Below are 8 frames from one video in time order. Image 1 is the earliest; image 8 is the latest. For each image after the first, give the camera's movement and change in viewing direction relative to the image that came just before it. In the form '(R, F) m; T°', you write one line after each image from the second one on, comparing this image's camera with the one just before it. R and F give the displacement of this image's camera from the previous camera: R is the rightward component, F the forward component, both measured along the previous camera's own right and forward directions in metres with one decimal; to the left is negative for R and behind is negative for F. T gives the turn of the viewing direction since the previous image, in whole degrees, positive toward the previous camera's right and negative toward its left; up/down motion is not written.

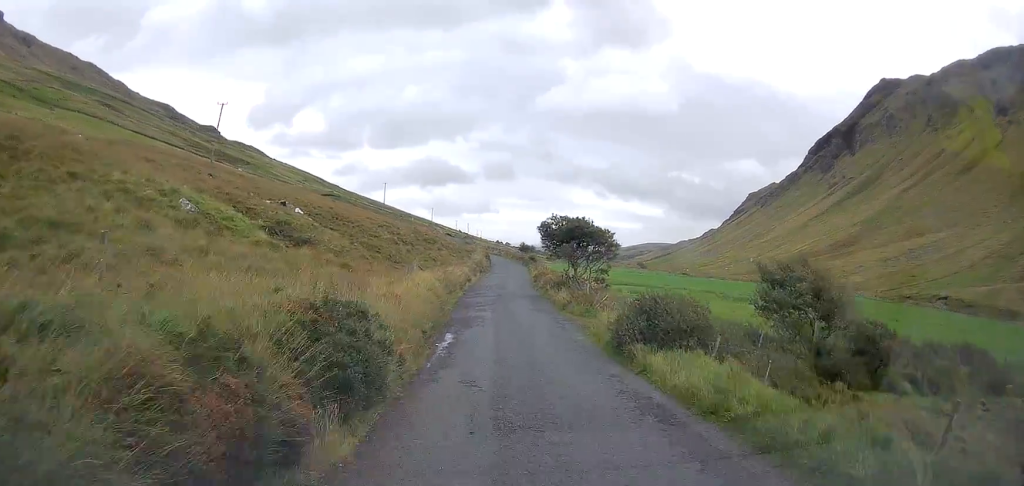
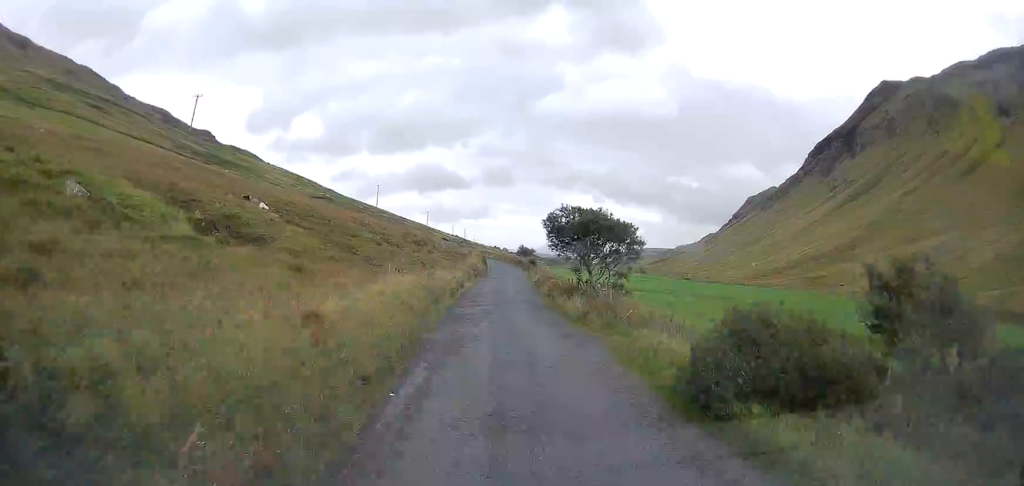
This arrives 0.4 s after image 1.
(0.0, +6.8) m; 0°
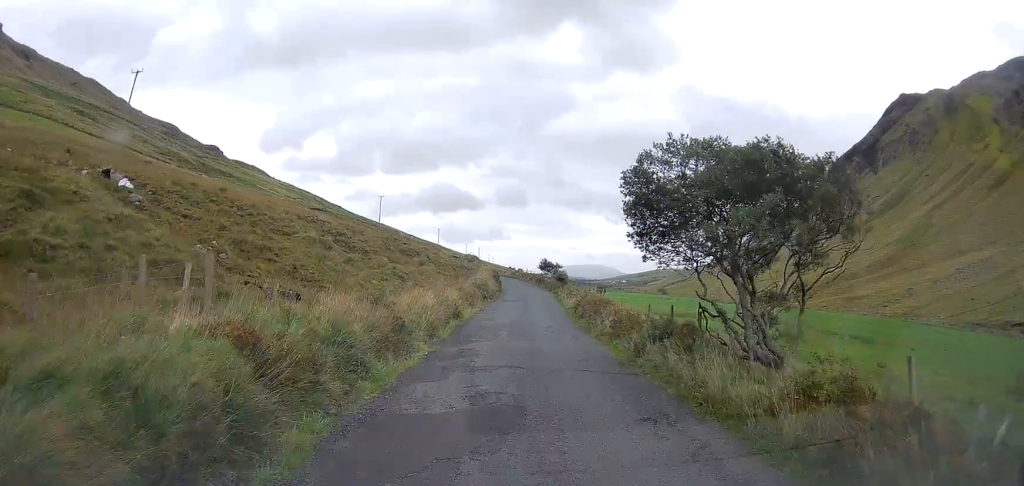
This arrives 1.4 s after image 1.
(-0.3, +17.7) m; -1°
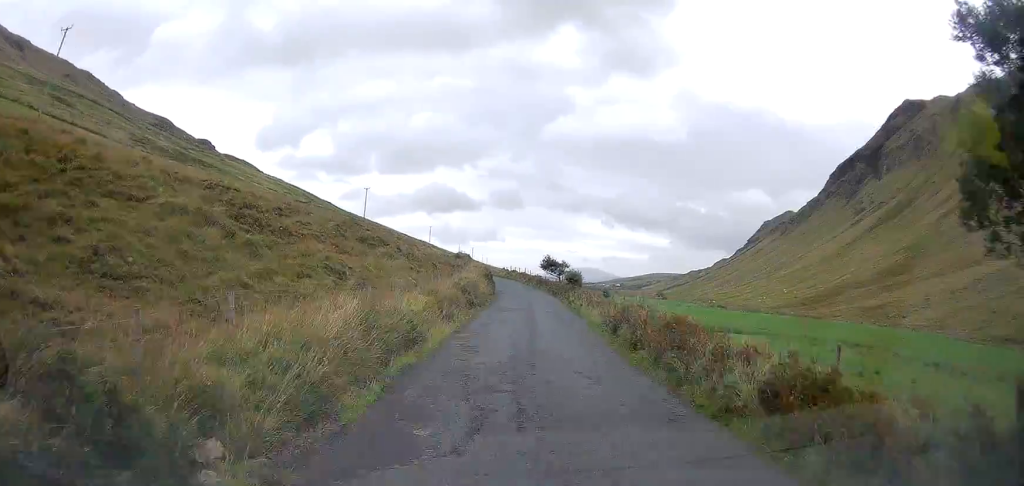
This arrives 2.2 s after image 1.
(0.0, +12.5) m; +1°
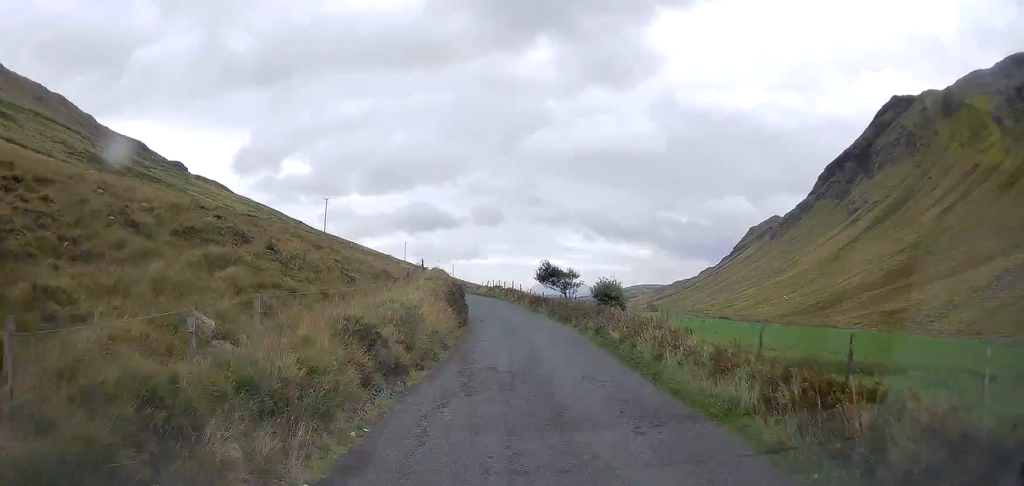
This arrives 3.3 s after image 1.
(+0.4, +19.2) m; +1°
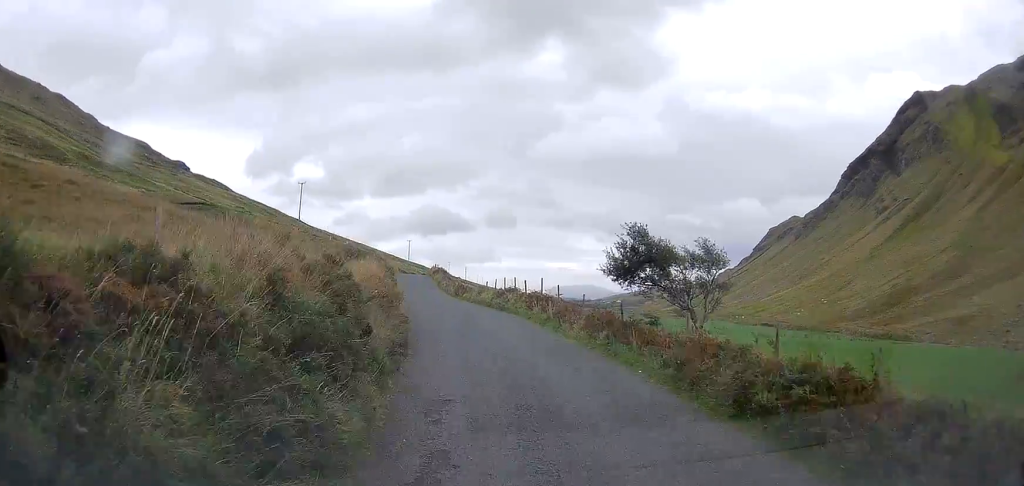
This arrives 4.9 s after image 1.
(-0.2, +25.6) m; -2°
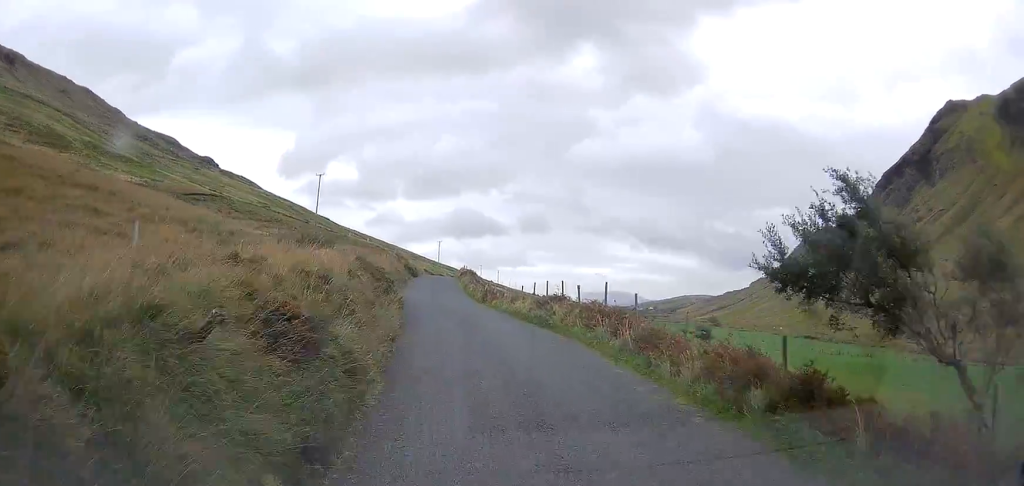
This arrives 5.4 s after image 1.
(0.0, +9.1) m; -2°
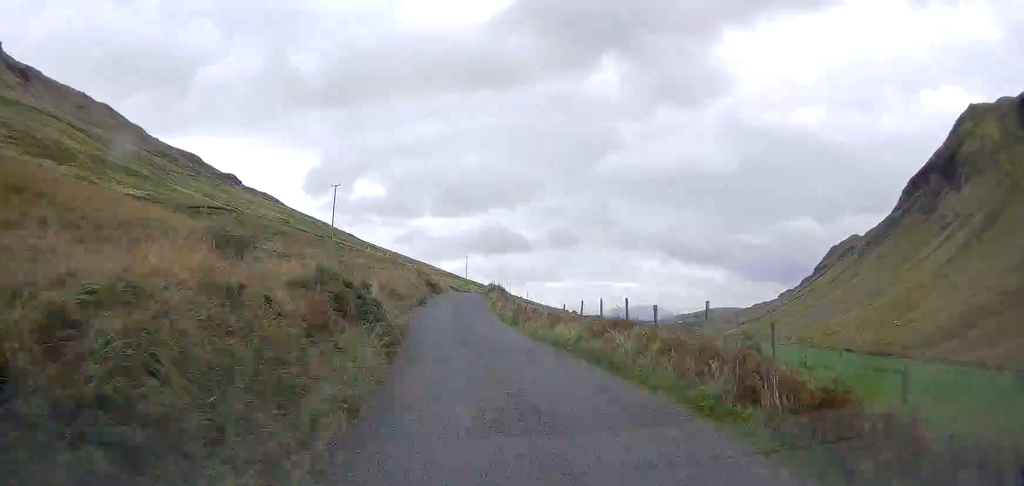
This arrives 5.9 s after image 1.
(-0.2, +6.8) m; -1°
